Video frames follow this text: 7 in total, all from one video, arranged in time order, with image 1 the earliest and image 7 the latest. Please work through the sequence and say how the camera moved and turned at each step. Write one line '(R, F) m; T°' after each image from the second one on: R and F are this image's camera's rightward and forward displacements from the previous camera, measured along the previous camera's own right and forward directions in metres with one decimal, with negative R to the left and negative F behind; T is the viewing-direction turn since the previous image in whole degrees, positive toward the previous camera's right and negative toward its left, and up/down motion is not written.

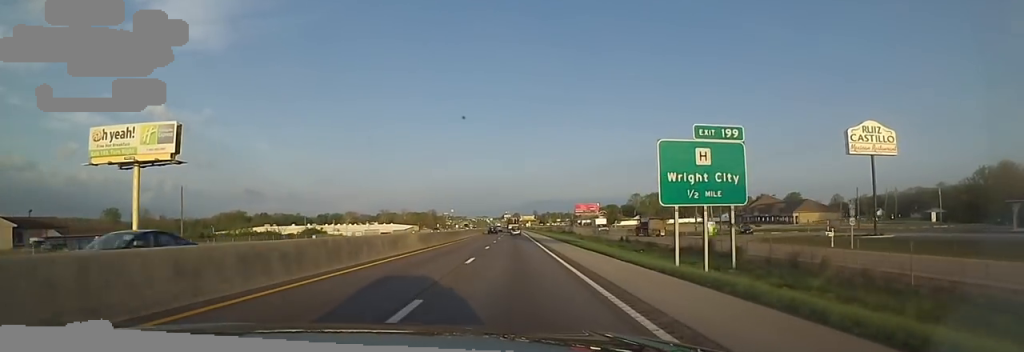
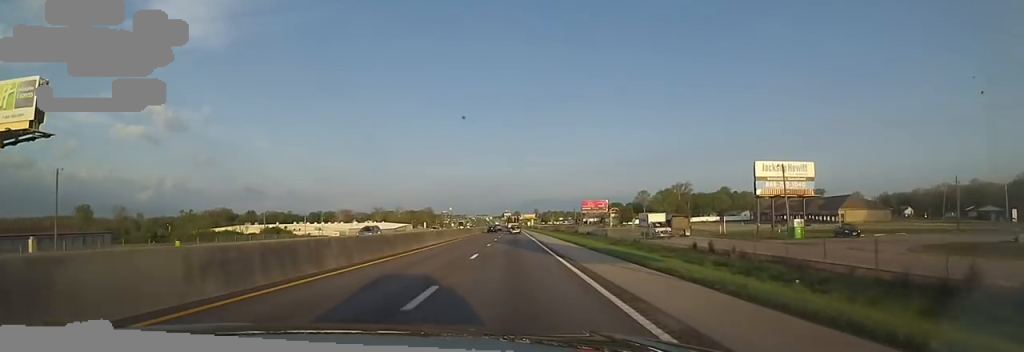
(+0.4, +23.2) m; +1°
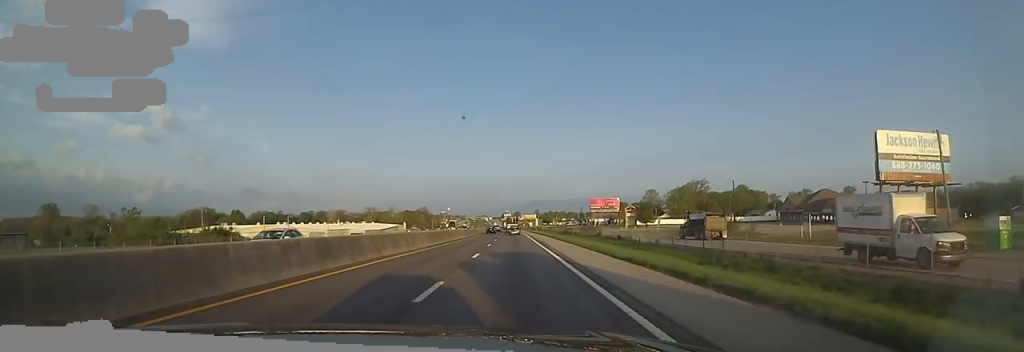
(+0.8, +24.0) m; 0°
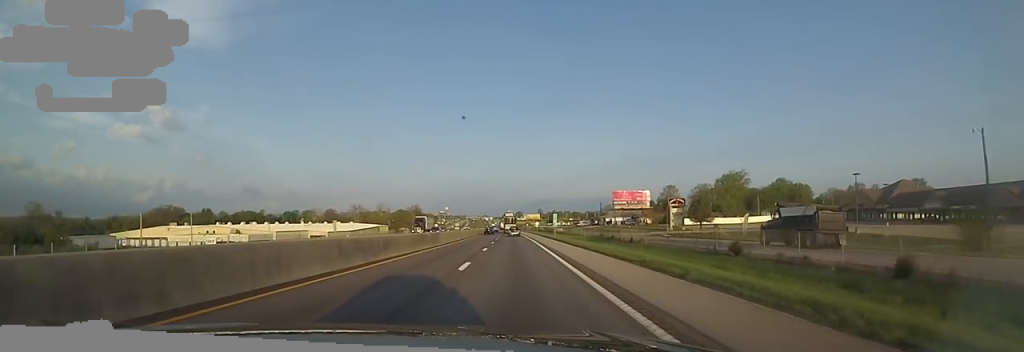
(-0.9, +41.7) m; 0°
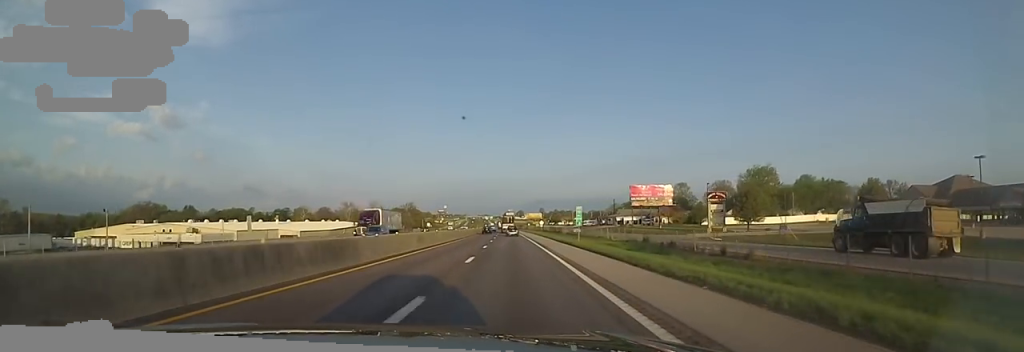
(+0.7, +21.4) m; 0°
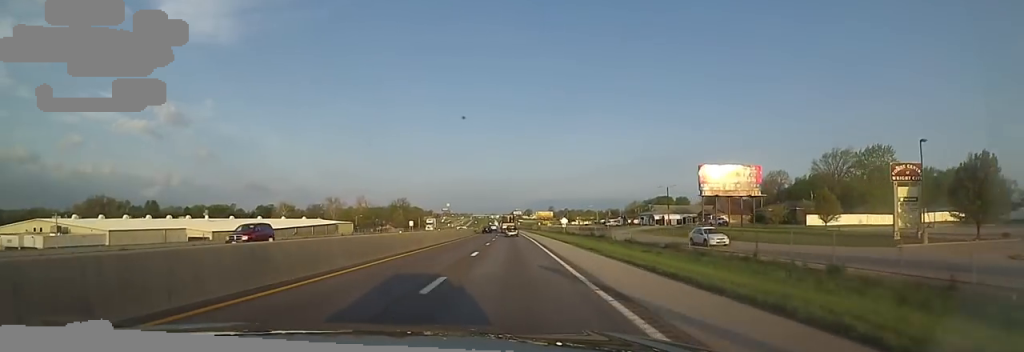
(-1.7, +45.4) m; -3°
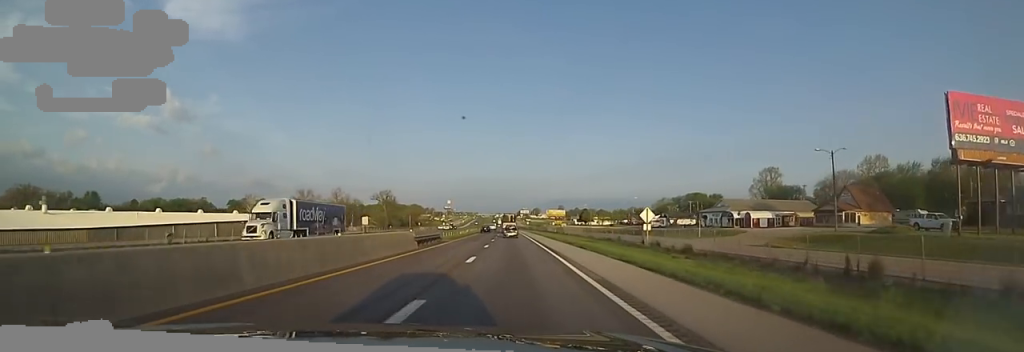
(-0.4, +52.1) m; 0°
